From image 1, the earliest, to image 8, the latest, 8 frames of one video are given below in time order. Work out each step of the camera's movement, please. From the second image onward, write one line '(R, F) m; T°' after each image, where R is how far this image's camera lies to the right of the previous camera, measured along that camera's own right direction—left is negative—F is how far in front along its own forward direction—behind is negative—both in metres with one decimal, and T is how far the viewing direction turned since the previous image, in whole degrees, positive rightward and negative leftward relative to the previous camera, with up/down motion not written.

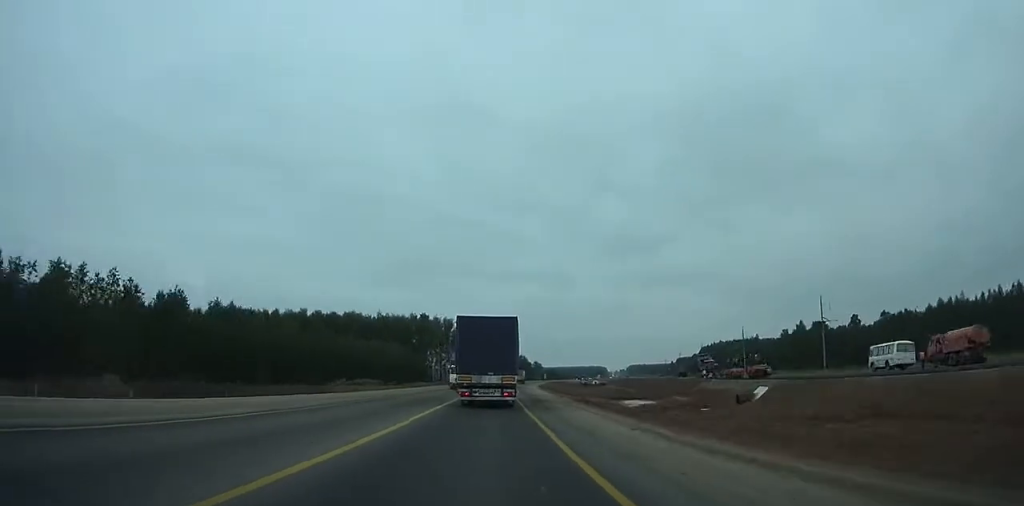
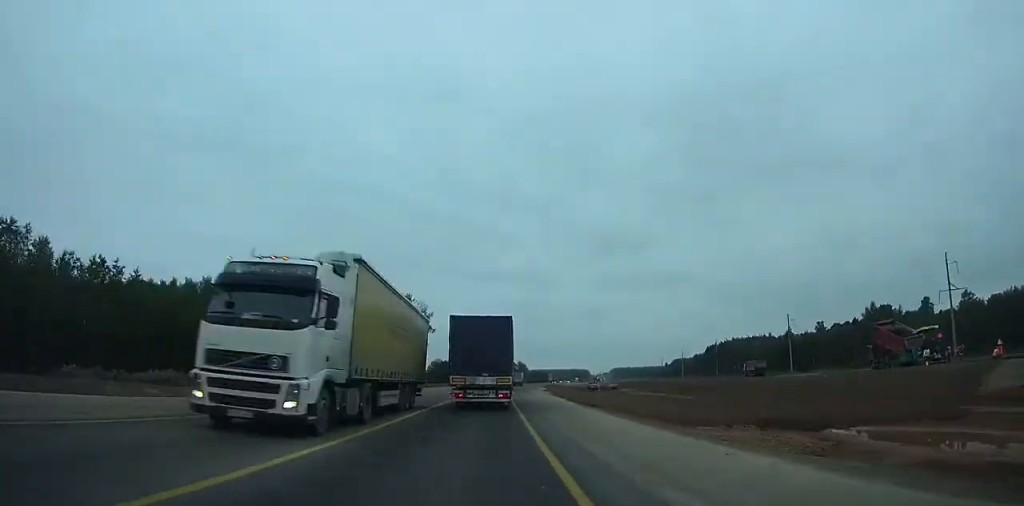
(+1.1, +67.4) m; +2°
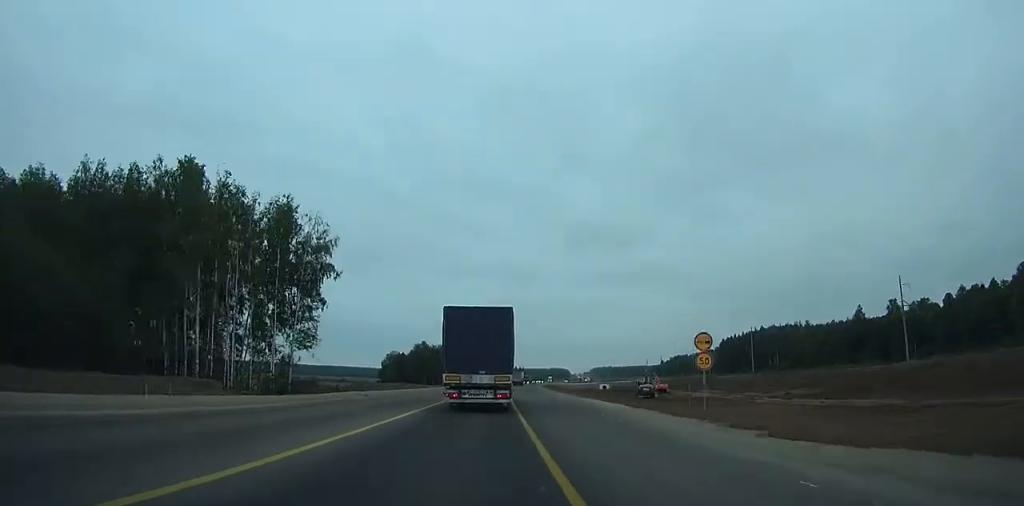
(+1.4, +82.5) m; +2°
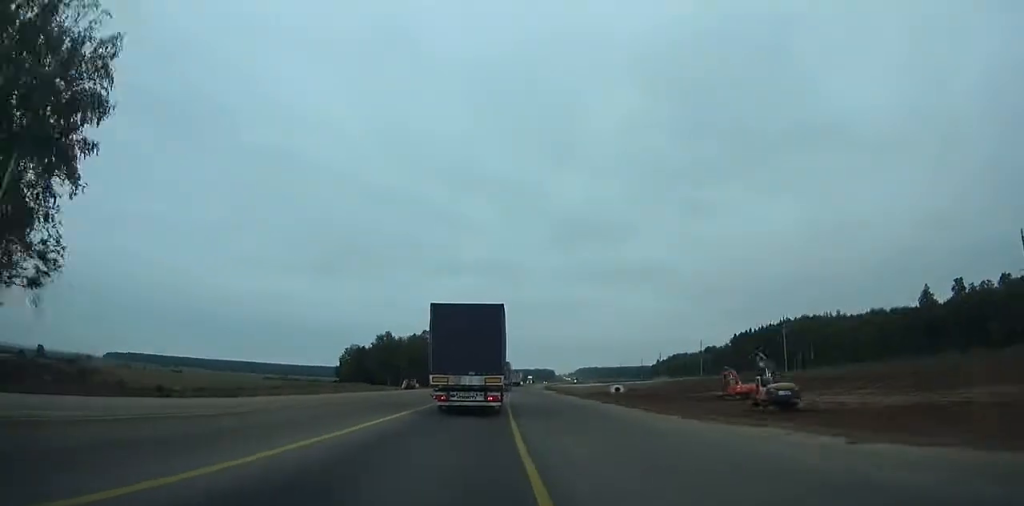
(+0.8, +50.6) m; +2°
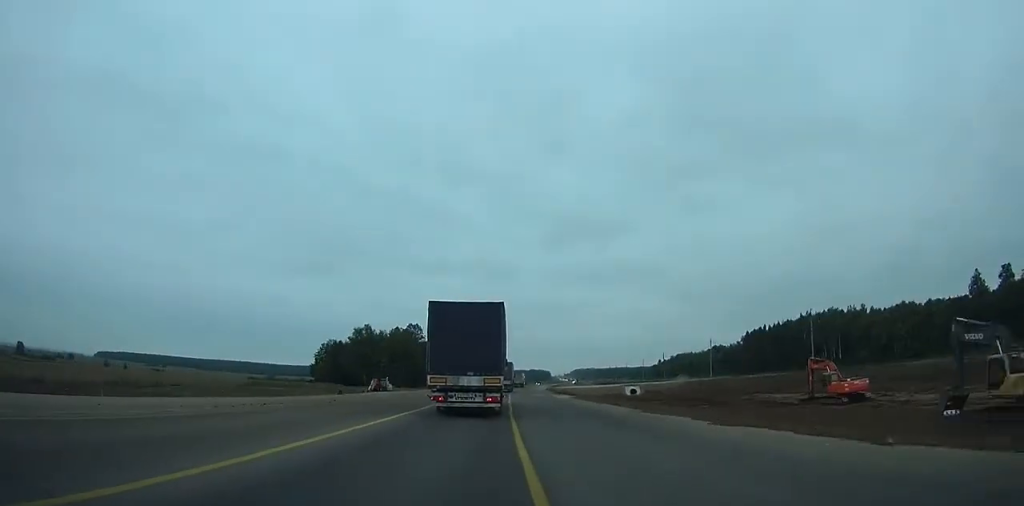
(+0.3, +26.3) m; +1°
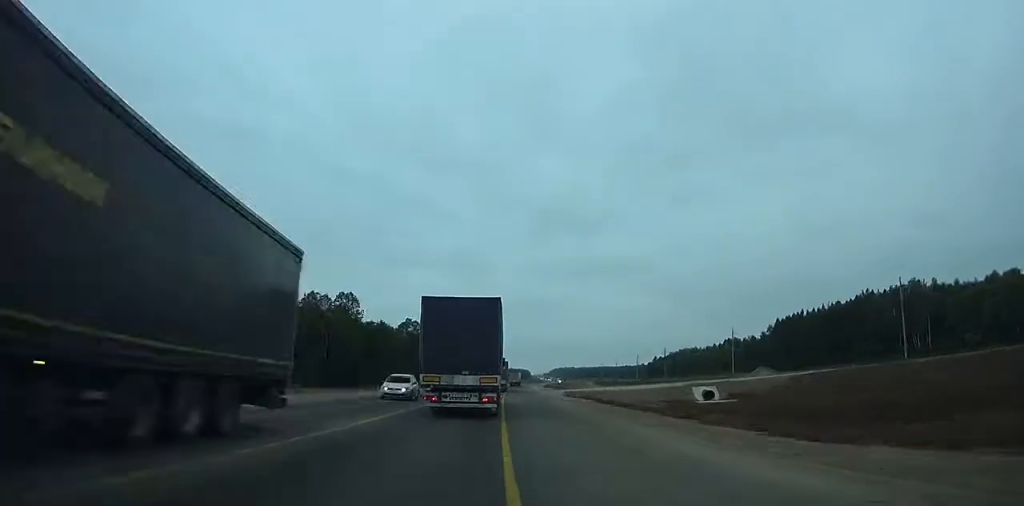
(+1.1, +66.6) m; +4°
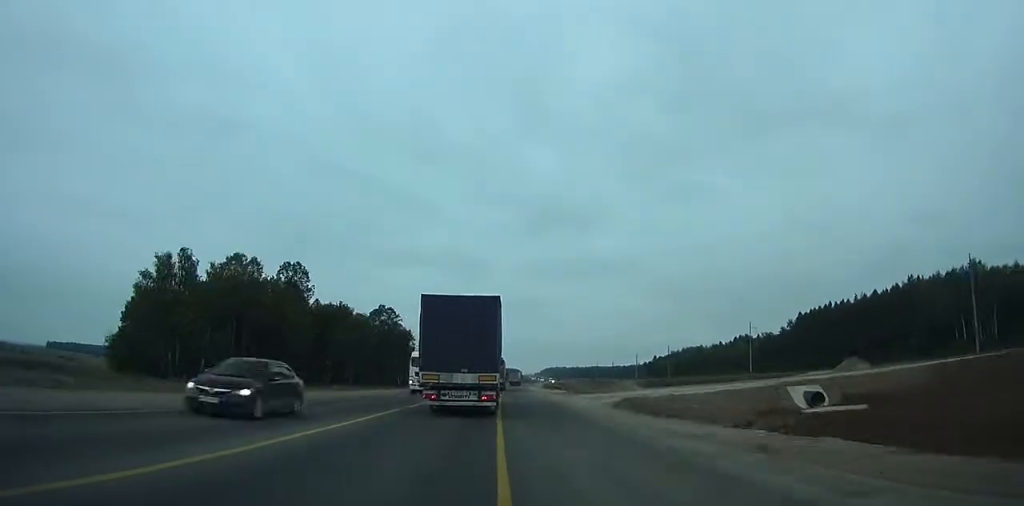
(-1.1, +32.2) m; +4°
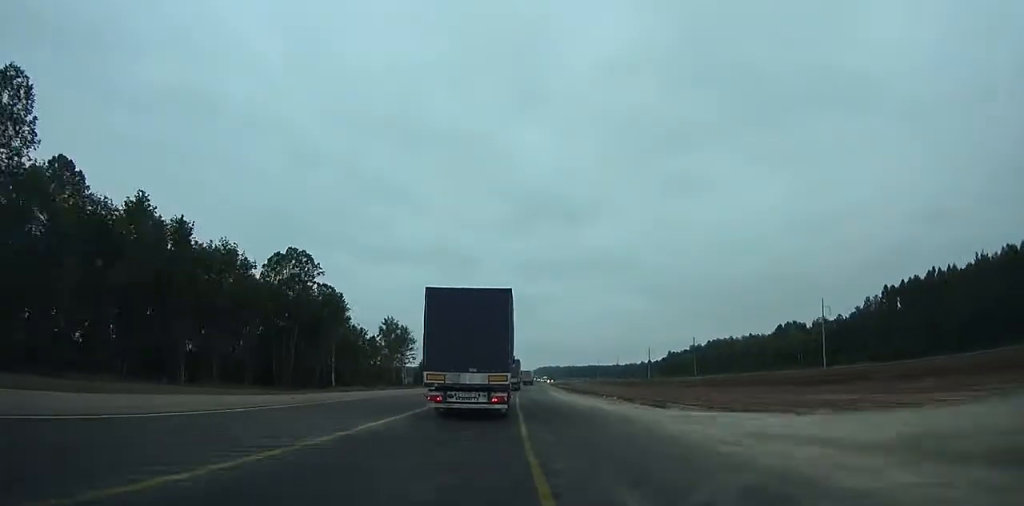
(+4.1, +67.6) m; -4°
